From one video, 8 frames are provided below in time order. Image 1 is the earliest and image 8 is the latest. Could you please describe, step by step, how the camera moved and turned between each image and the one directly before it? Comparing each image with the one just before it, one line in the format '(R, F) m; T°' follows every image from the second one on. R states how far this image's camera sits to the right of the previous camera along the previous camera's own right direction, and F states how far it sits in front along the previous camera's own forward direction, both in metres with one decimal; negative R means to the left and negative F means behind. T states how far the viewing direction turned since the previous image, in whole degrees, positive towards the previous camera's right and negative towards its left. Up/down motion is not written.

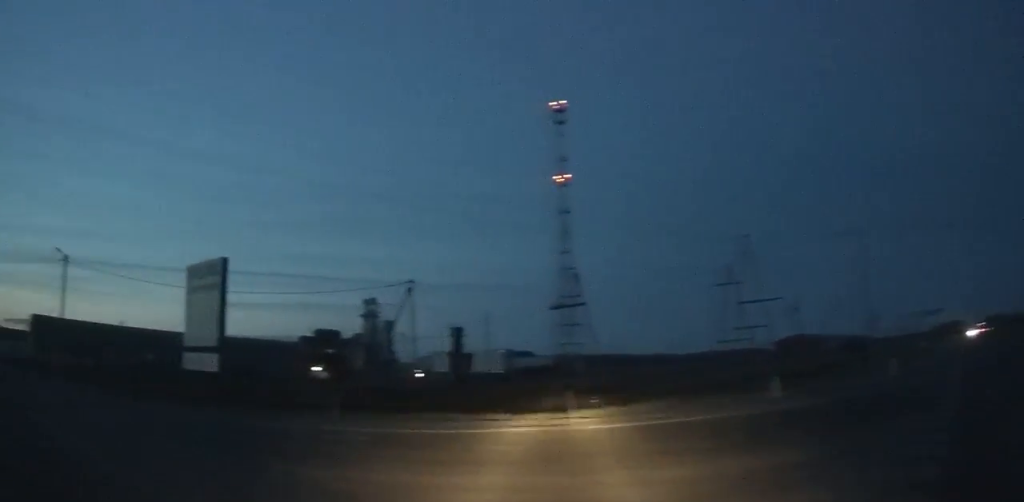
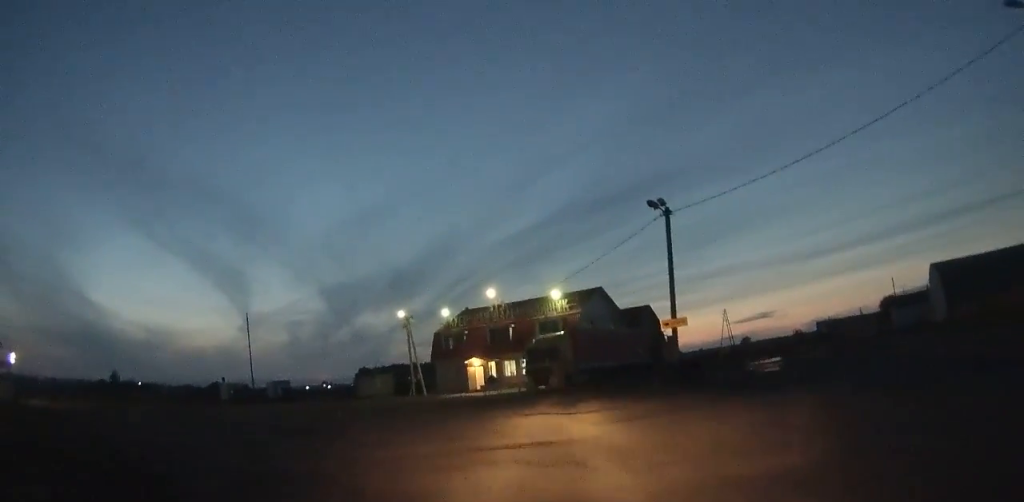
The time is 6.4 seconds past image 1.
(-20.8, +14.0) m; -100°
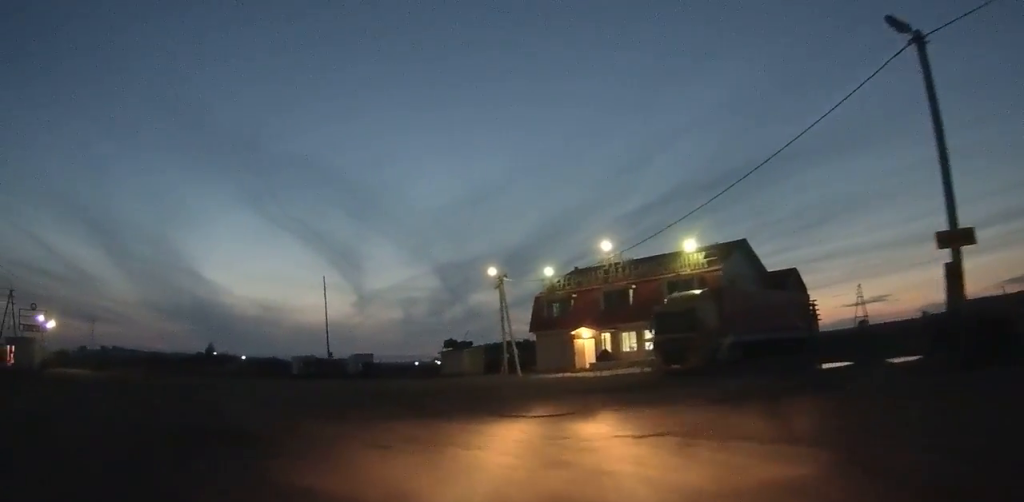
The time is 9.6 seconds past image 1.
(-2.5, +13.6) m; -17°
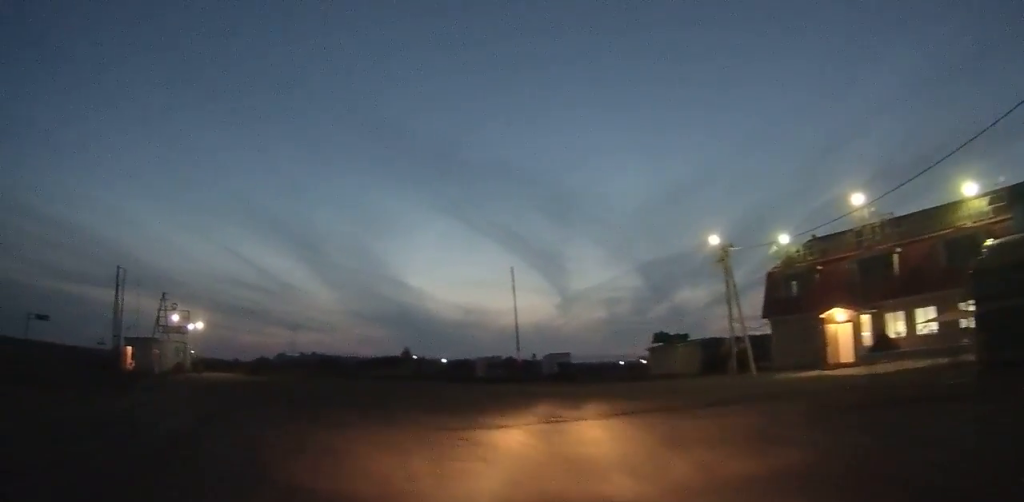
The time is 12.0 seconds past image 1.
(-1.0, +9.8) m; -12°
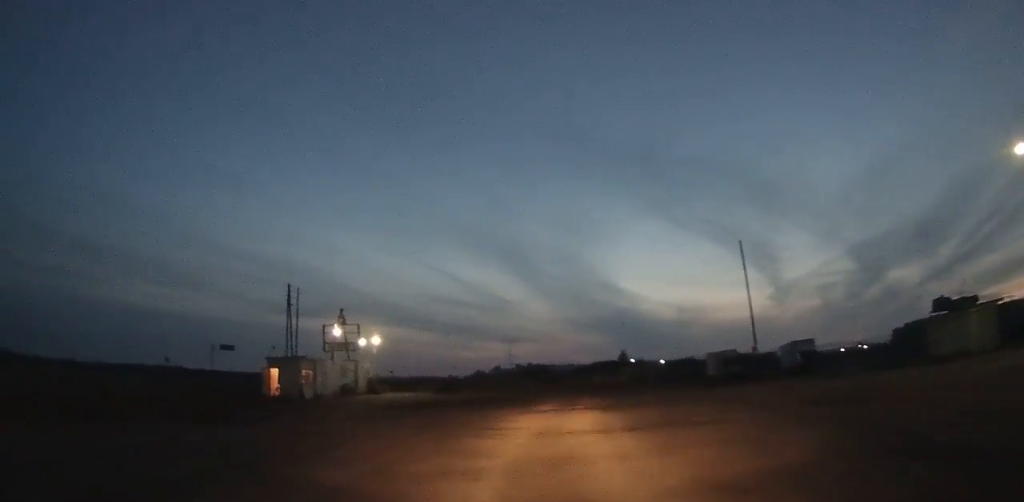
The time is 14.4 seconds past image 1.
(-1.0, +9.2) m; -13°
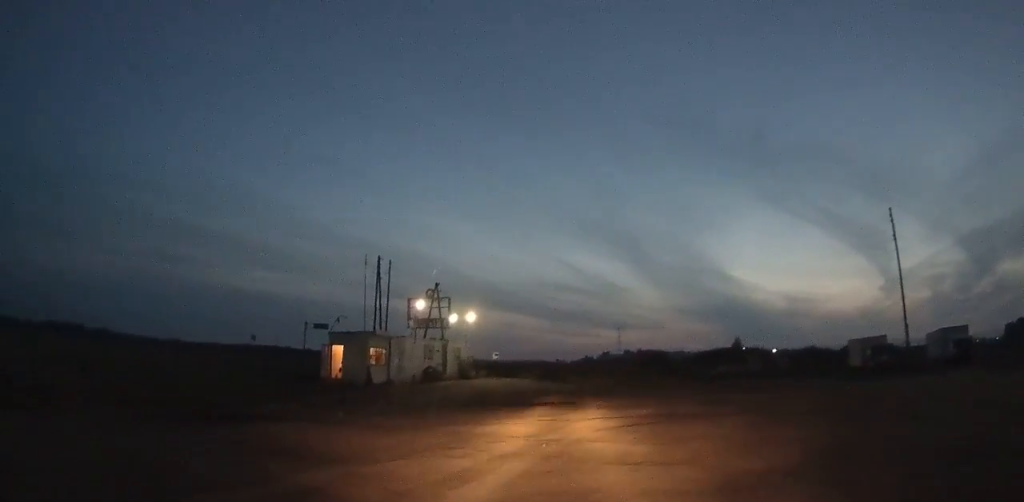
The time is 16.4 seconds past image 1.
(-0.6, +7.5) m; -11°
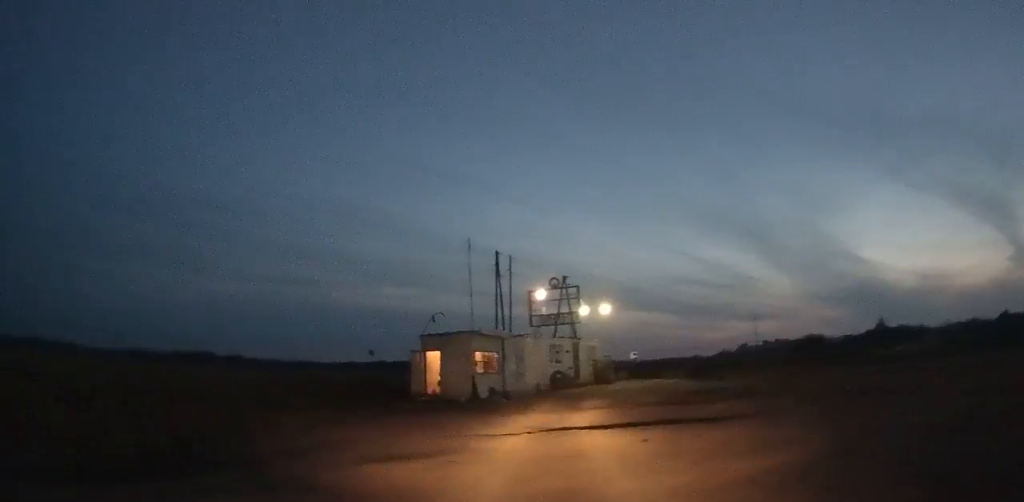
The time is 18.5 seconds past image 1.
(-0.8, +7.1) m; -11°
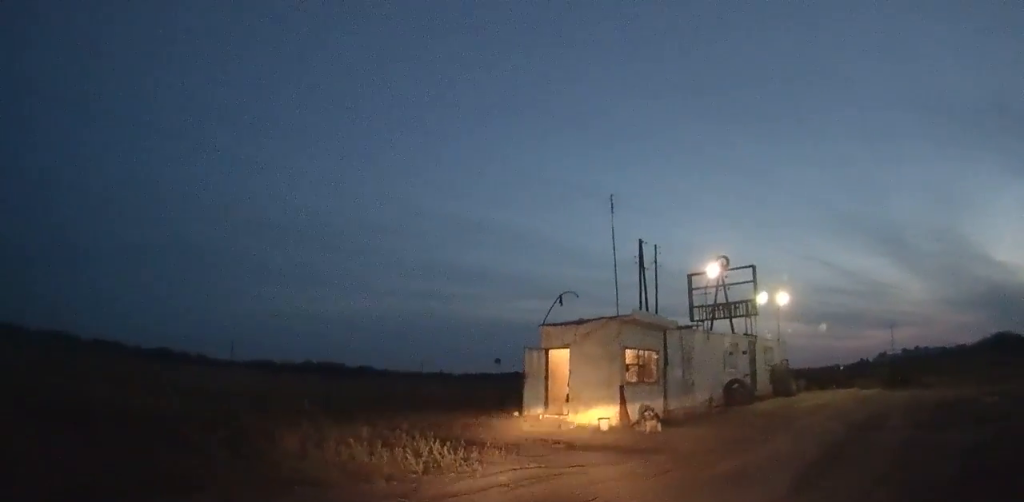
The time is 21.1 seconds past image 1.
(-1.1, +7.8) m; -6°
